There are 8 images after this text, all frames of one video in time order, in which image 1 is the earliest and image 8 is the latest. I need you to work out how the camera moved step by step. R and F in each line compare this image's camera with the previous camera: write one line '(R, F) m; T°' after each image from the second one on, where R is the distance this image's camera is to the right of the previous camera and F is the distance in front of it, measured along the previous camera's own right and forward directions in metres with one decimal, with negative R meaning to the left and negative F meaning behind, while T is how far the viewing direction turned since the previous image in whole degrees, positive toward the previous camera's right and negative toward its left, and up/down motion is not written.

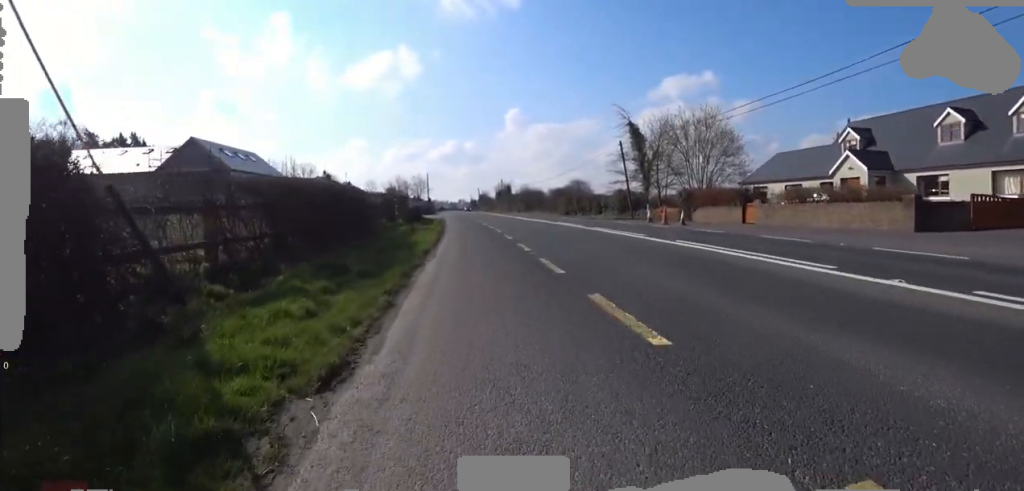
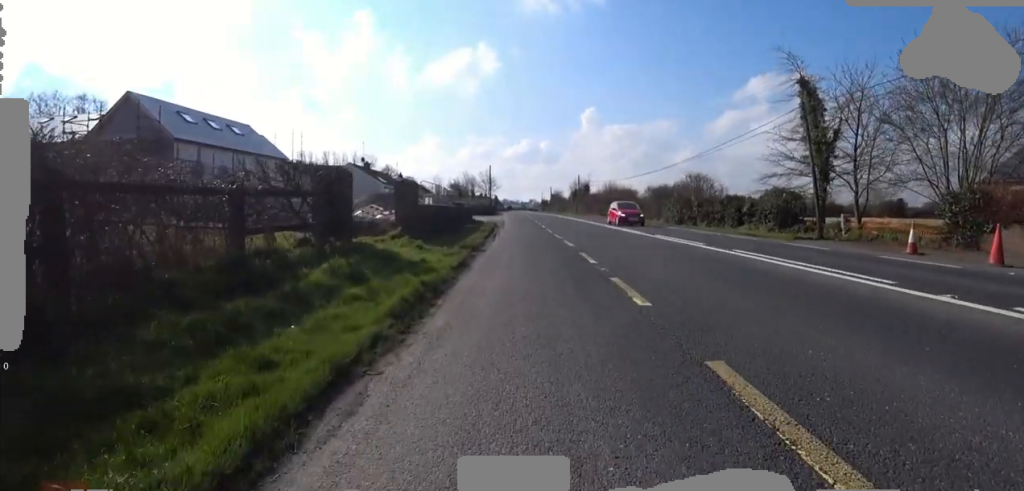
(-1.5, +14.2) m; -10°
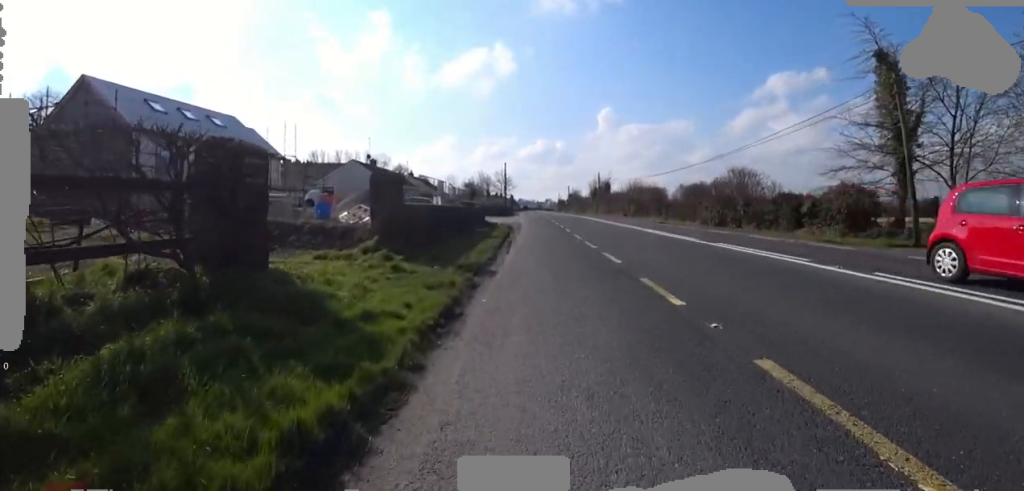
(-0.3, +3.9) m; -6°
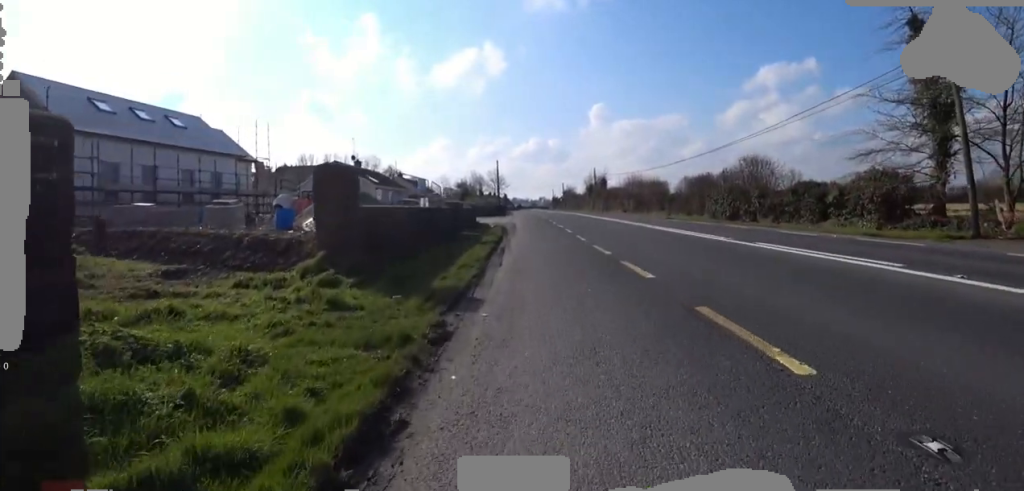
(-0.1, +2.4) m; -1°
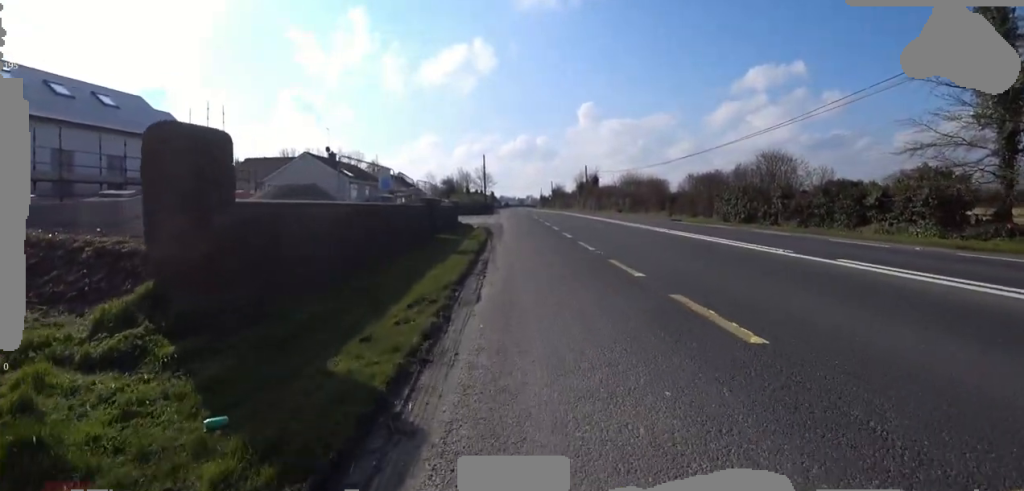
(-0.2, +3.4) m; +7°
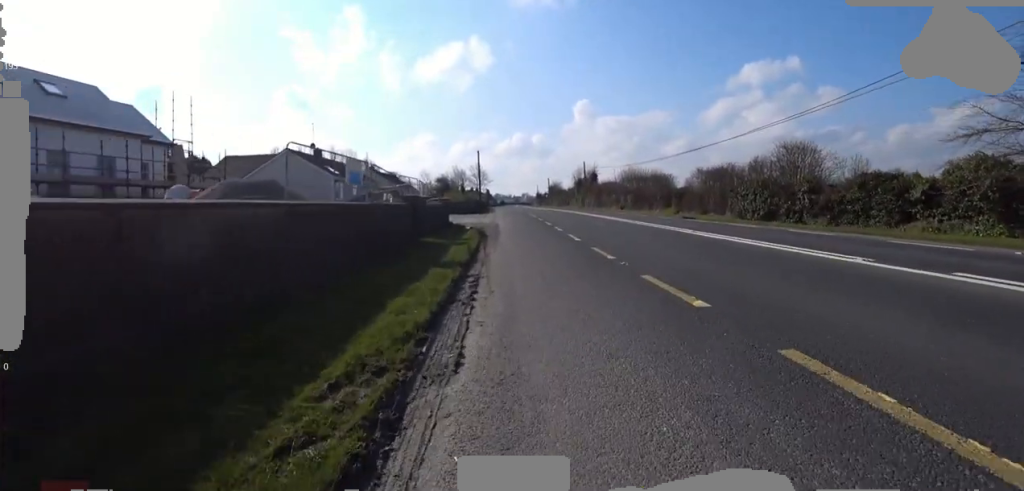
(+0.4, +2.1) m; +2°
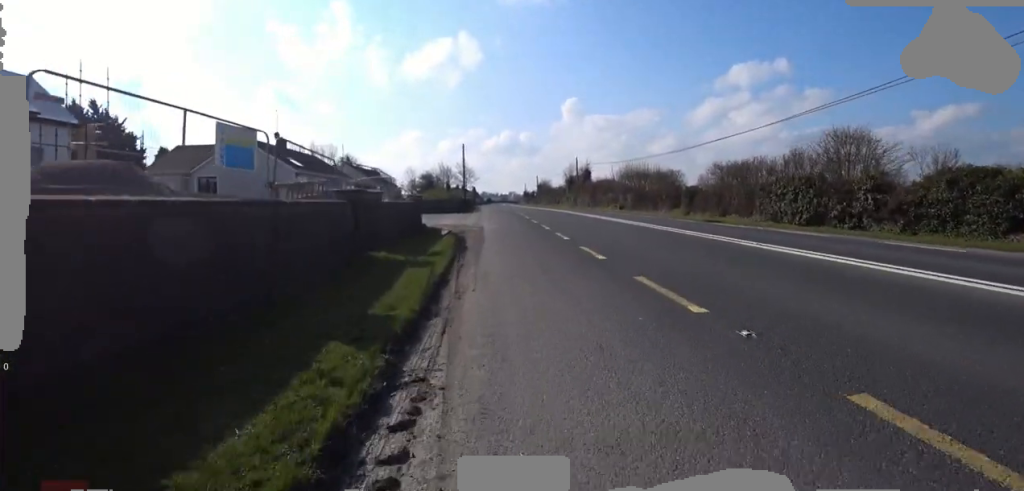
(+0.3, +3.9) m; +1°
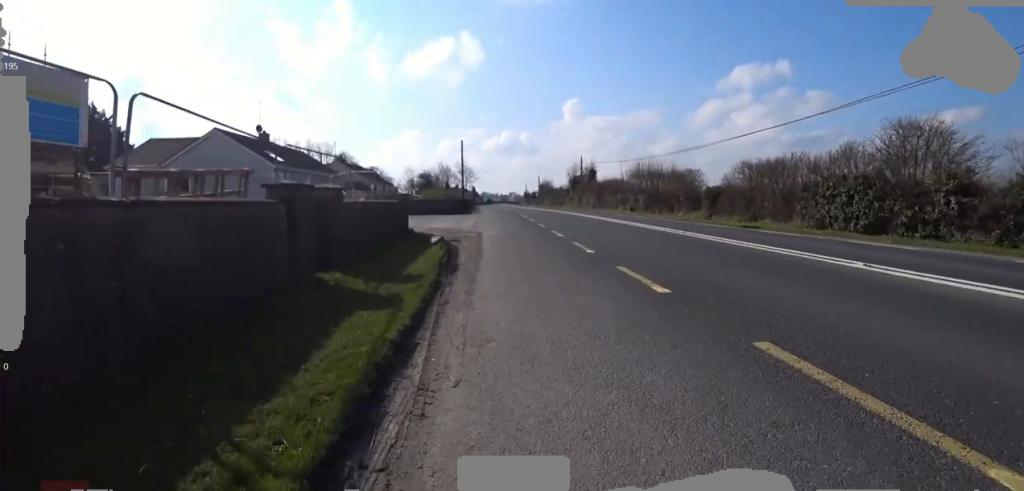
(-0.4, +2.7) m; -2°
